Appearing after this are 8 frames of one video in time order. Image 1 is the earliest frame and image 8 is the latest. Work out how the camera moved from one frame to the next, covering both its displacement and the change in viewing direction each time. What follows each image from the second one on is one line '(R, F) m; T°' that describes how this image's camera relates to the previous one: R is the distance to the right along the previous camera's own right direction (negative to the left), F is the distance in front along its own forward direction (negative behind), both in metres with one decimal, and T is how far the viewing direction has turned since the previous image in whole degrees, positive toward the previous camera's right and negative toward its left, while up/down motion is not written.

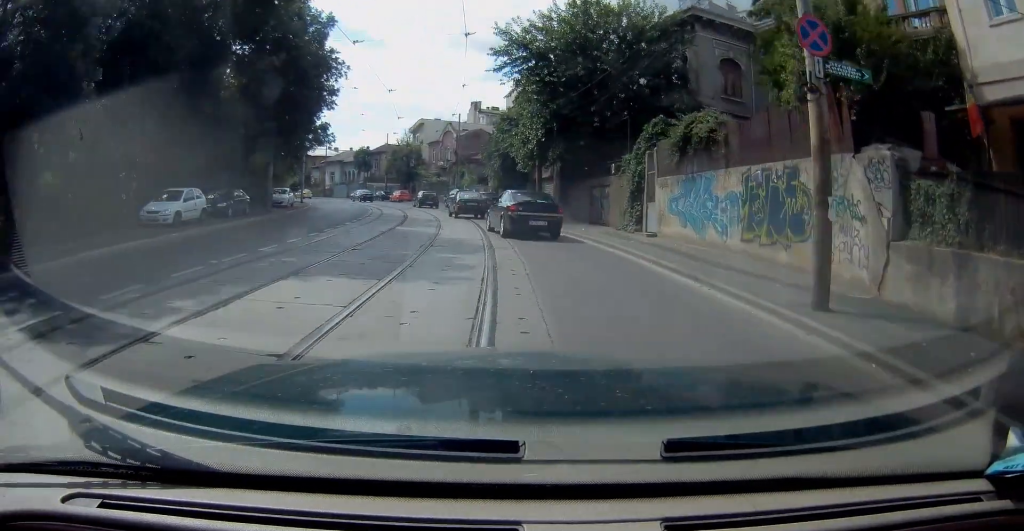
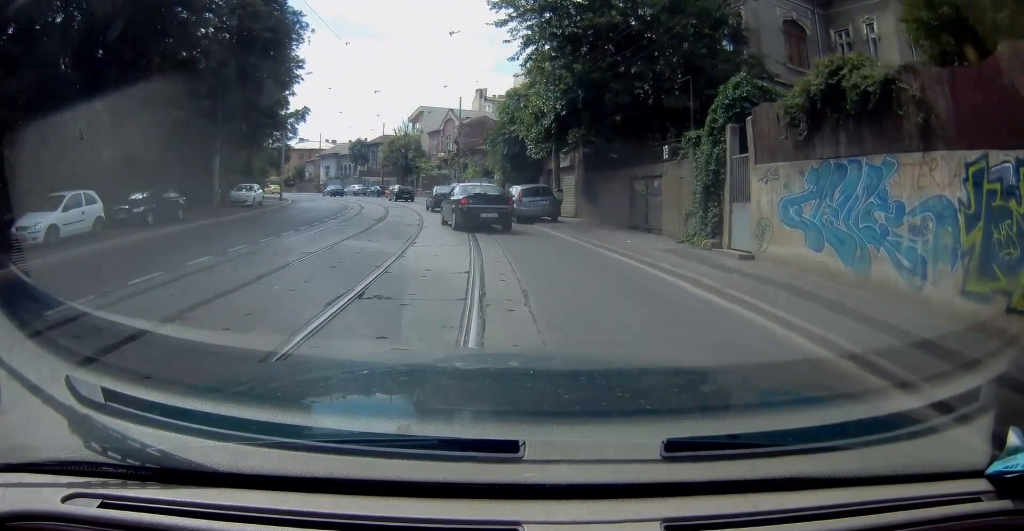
(0.0, +7.1) m; -2°
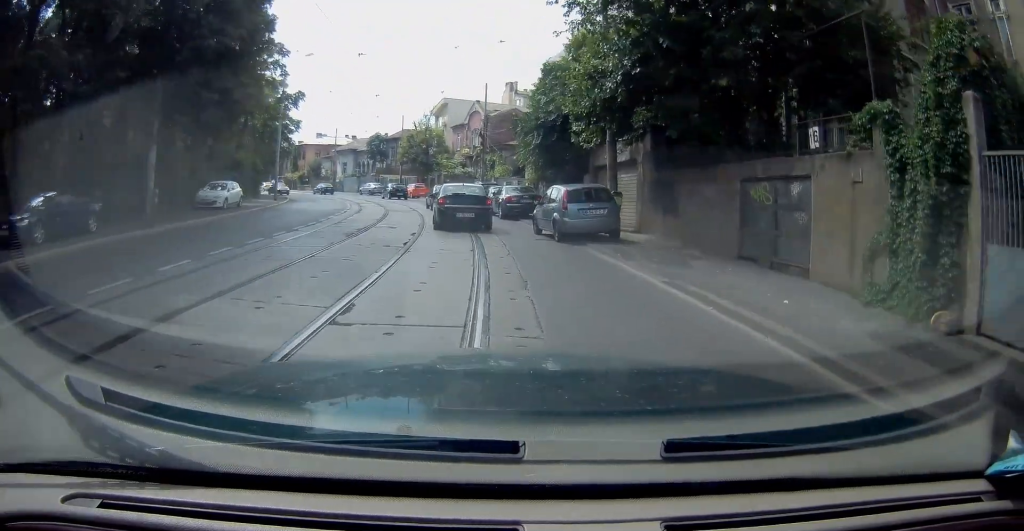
(-0.4, +7.1) m; -2°
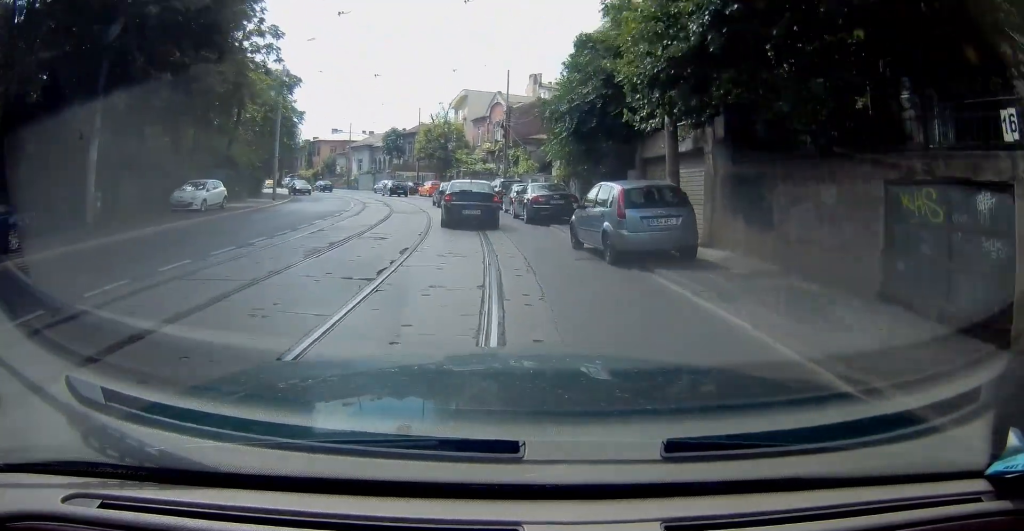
(0.0, +4.3) m; -1°
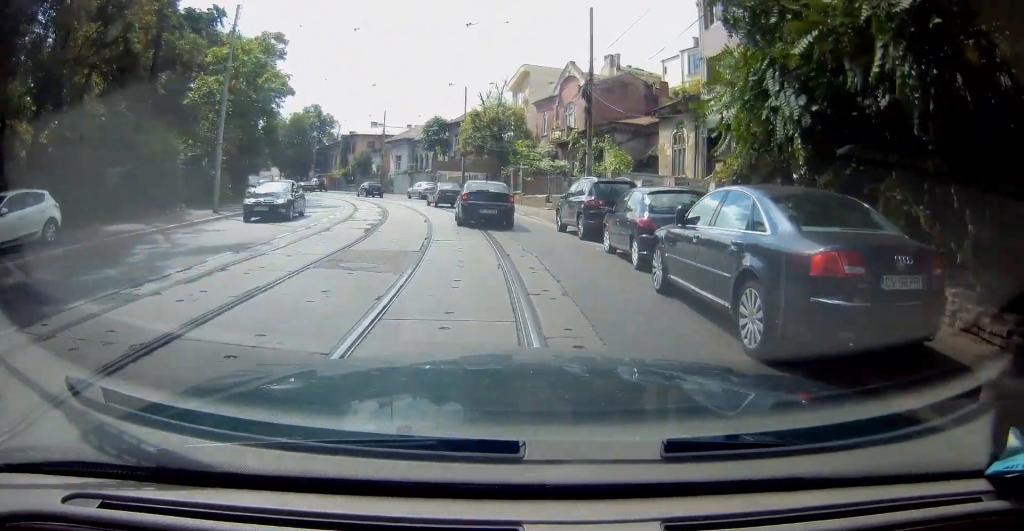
(-0.6, +14.7) m; -7°
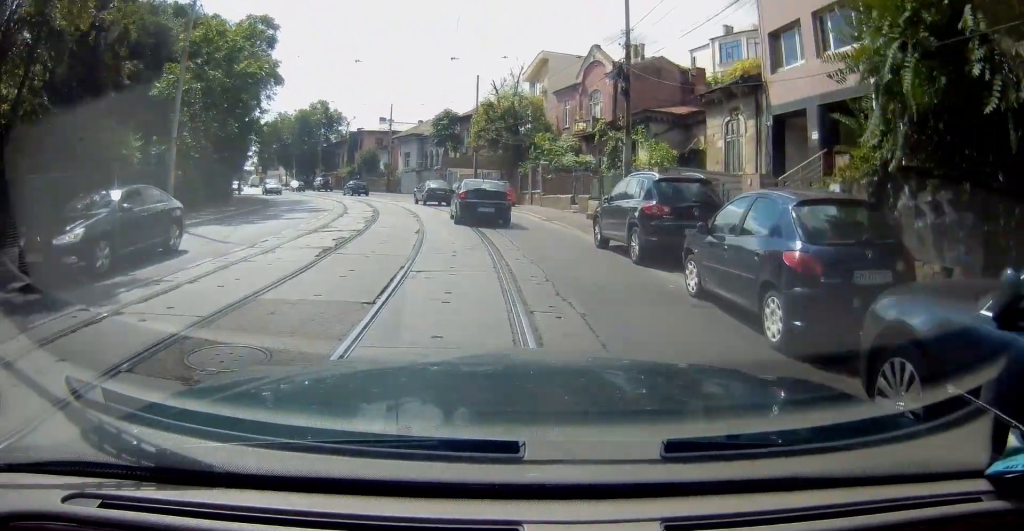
(-0.2, +4.9) m; -2°
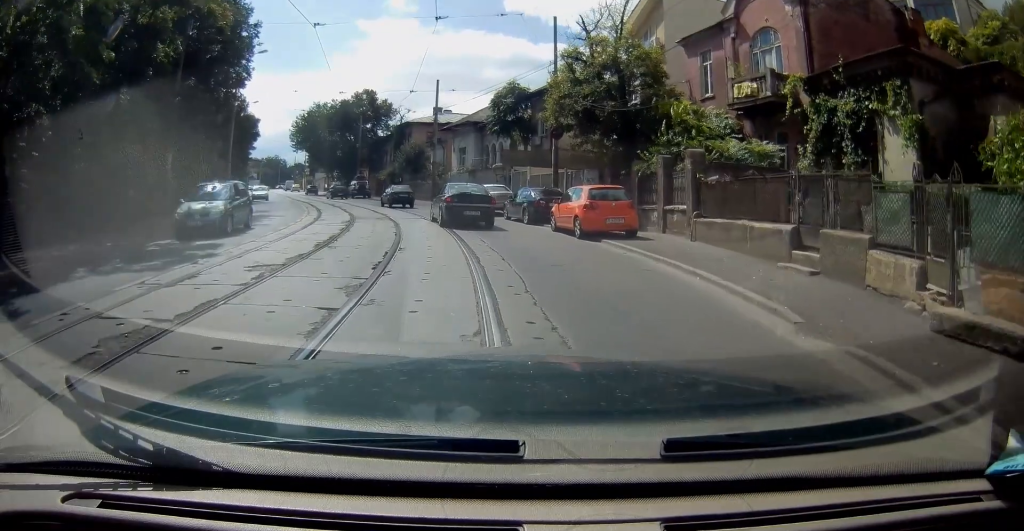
(-0.9, +16.8) m; -7°
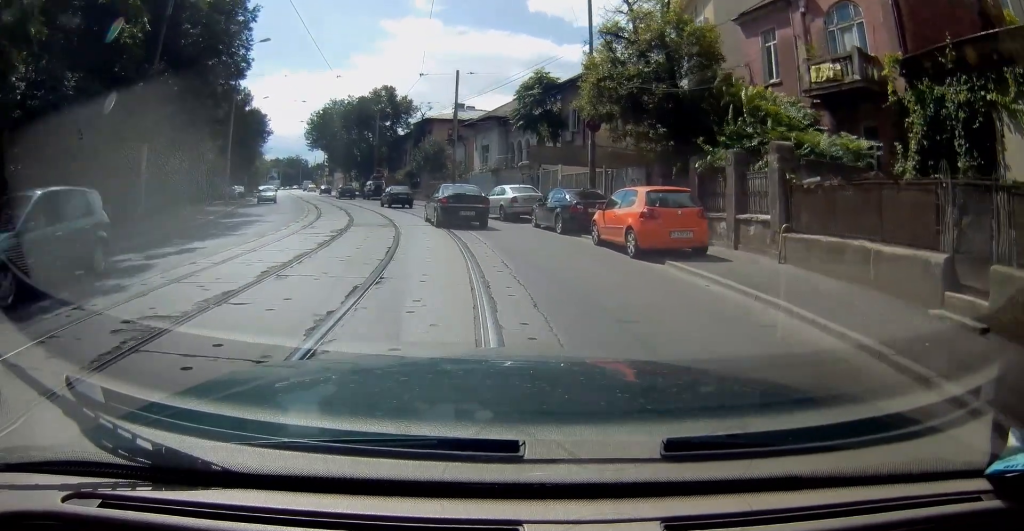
(-0.1, +4.1) m; -2°
